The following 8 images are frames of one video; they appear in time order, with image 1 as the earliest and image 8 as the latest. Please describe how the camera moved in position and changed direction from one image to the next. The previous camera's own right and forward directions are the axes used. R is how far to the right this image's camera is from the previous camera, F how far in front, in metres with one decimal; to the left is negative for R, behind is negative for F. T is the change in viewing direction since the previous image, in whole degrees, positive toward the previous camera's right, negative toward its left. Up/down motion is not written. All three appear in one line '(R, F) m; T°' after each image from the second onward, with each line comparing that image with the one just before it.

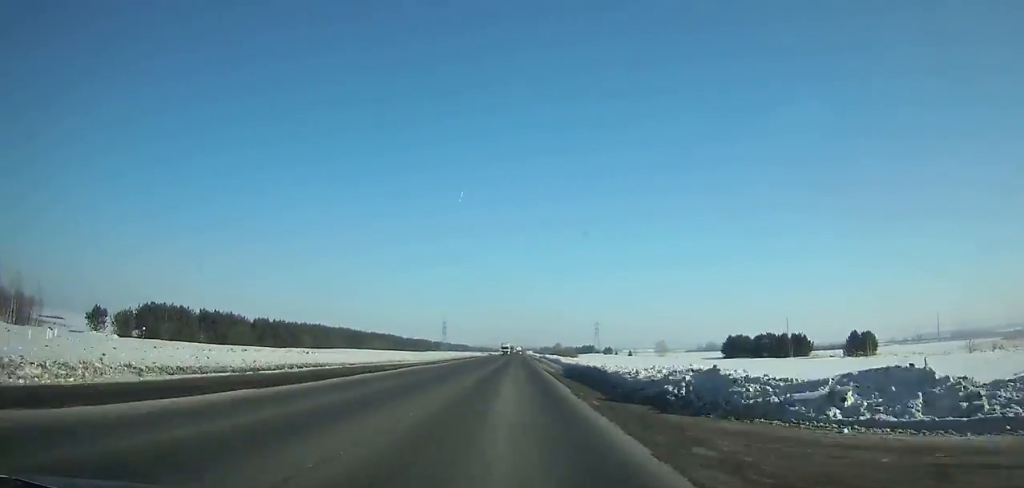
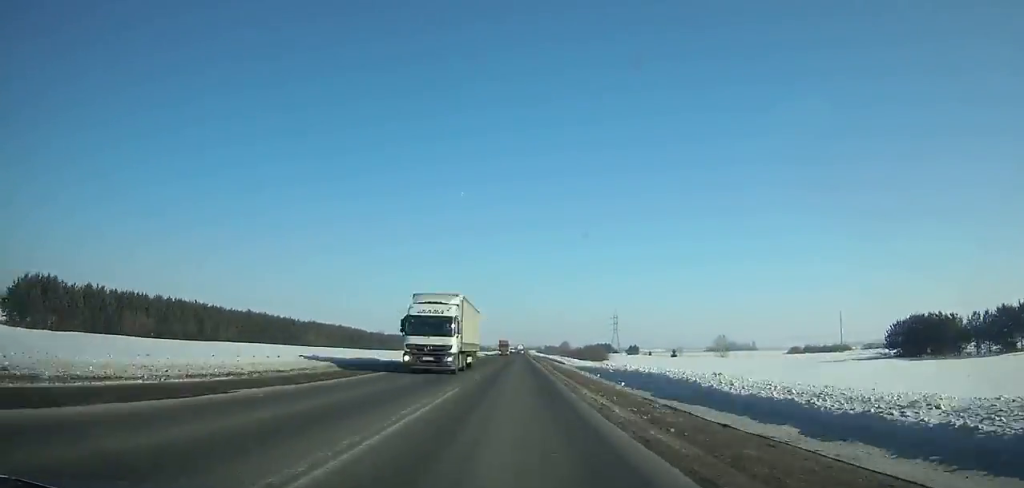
(-0.3, +87.0) m; 0°
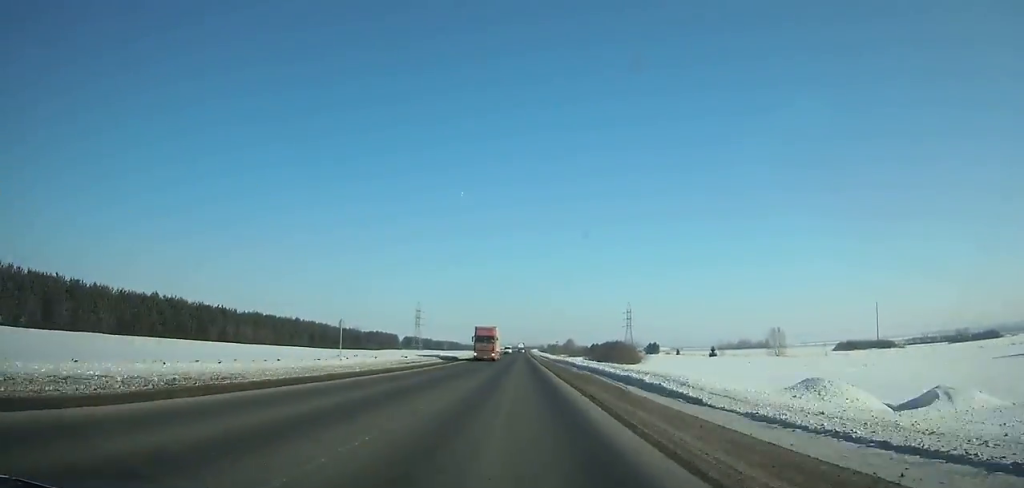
(+0.1, +46.3) m; 0°
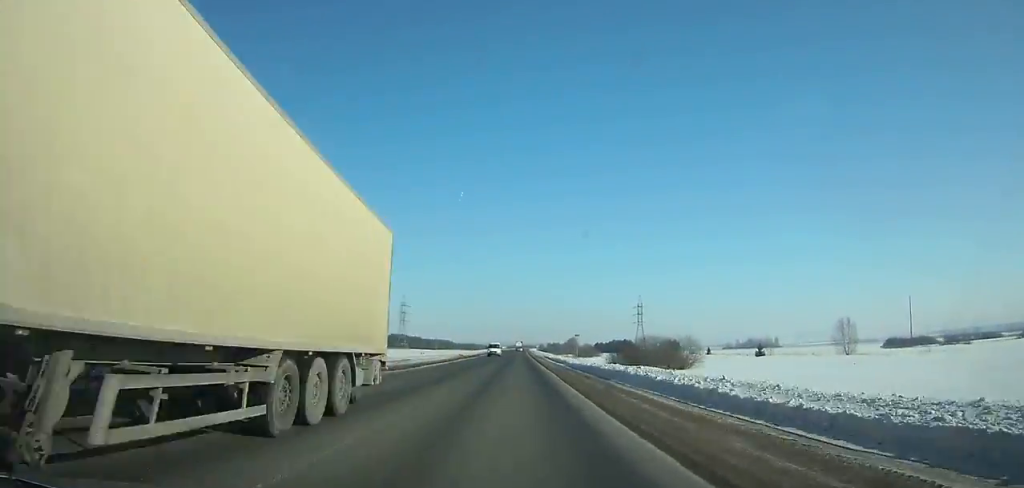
(0.0, +40.1) m; 0°
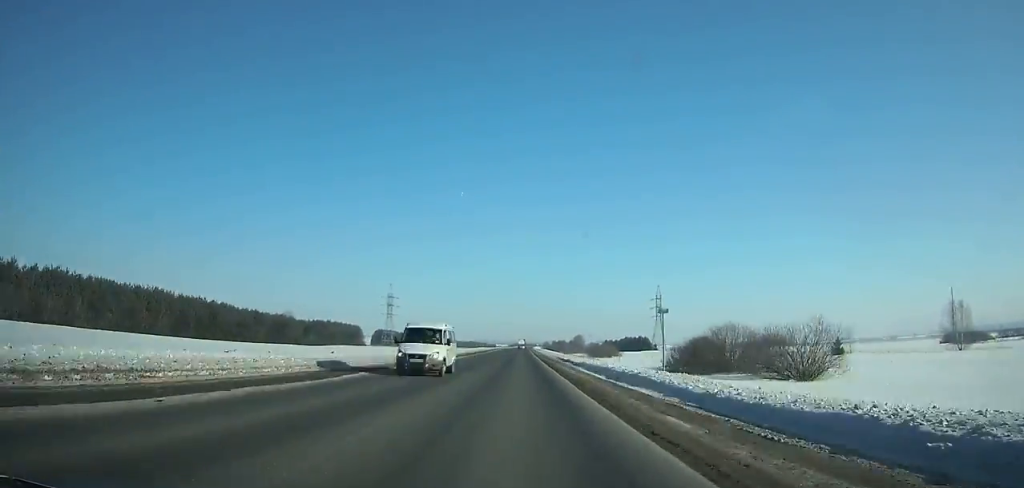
(0.0, +36.8) m; 0°
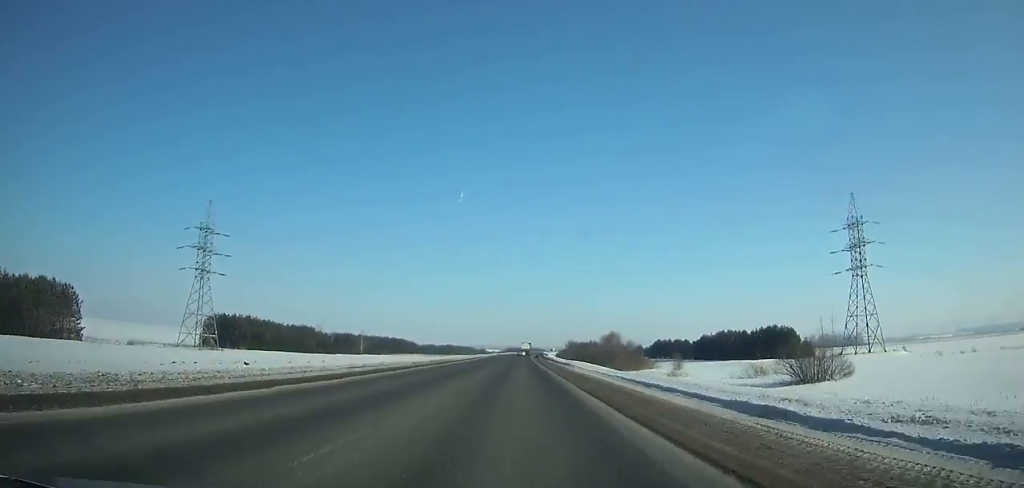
(+0.3, +166.6) m; 0°
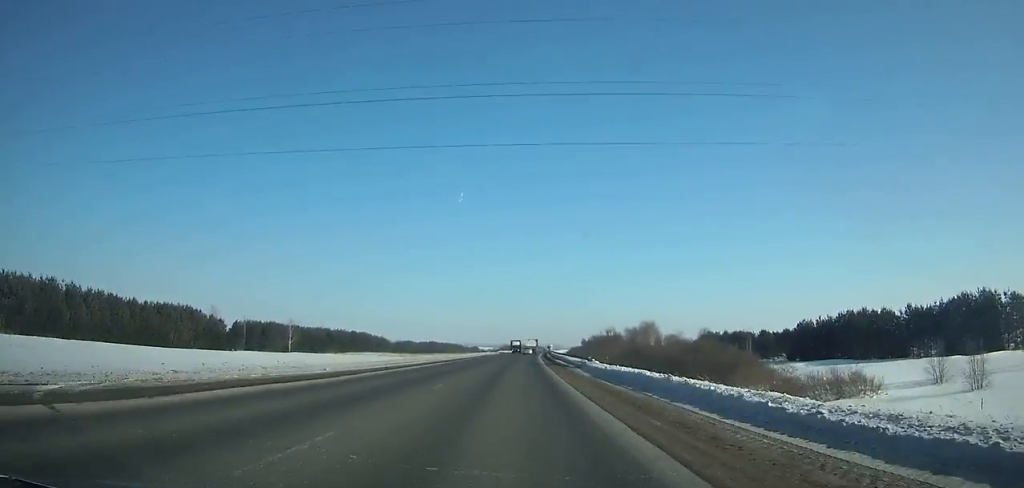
(+0.1, +70.6) m; 0°
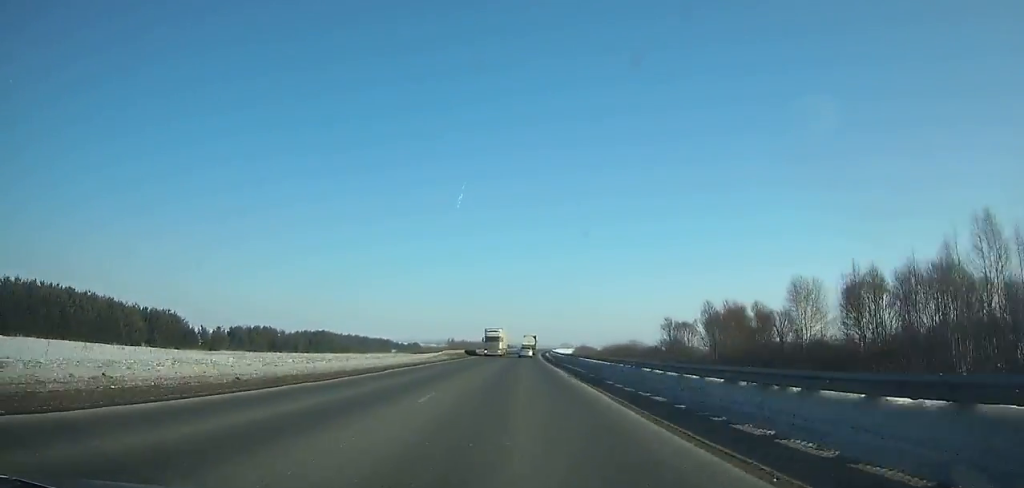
(+3.4, +154.1) m; +3°
